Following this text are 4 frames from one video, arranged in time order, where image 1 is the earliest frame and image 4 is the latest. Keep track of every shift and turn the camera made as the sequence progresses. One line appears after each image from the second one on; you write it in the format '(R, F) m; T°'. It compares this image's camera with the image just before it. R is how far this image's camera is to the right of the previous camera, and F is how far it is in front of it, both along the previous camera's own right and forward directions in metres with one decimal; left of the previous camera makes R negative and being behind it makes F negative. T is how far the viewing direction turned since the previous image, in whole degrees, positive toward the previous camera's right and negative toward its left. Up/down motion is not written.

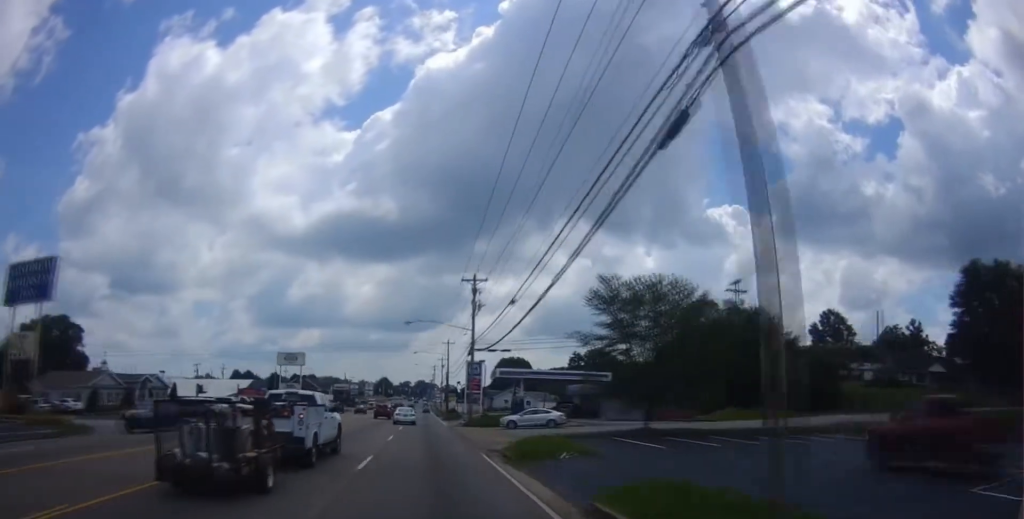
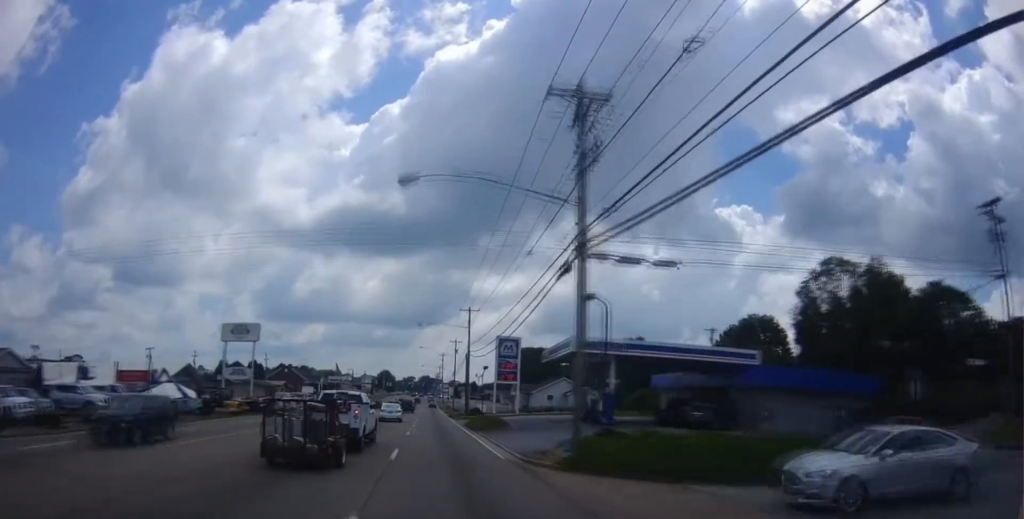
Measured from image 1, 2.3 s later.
(+0.2, +34.0) m; 0°
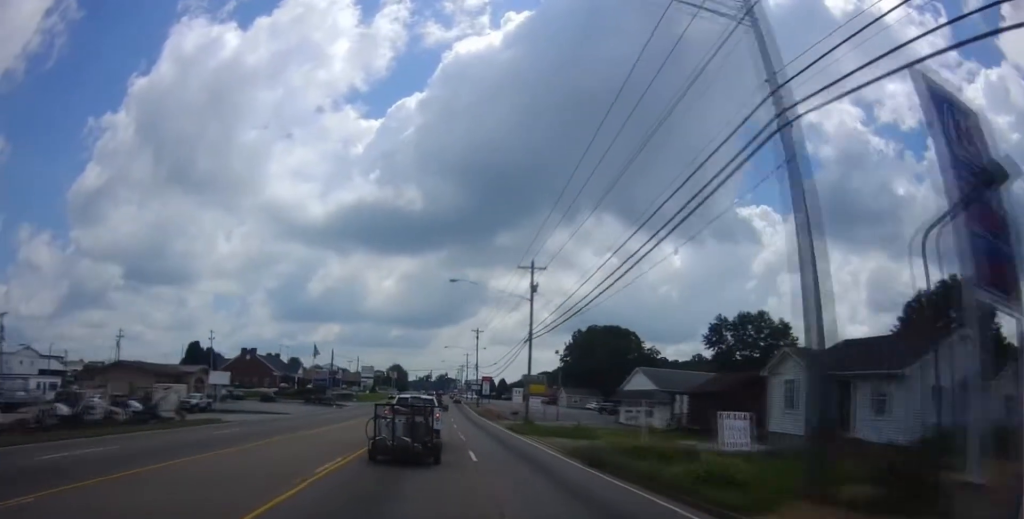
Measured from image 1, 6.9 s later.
(-0.8, +61.0) m; +1°
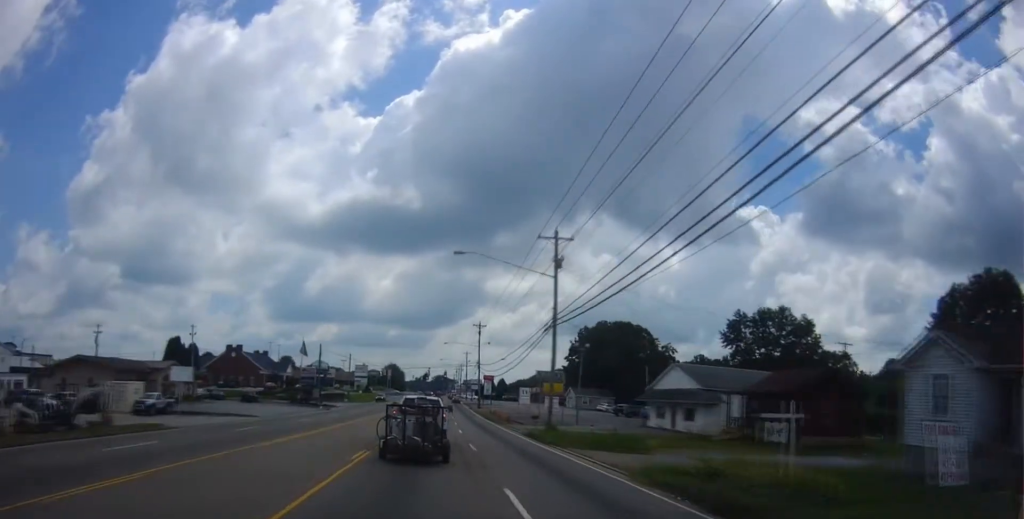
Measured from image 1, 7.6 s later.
(+0.1, +9.8) m; 0°
